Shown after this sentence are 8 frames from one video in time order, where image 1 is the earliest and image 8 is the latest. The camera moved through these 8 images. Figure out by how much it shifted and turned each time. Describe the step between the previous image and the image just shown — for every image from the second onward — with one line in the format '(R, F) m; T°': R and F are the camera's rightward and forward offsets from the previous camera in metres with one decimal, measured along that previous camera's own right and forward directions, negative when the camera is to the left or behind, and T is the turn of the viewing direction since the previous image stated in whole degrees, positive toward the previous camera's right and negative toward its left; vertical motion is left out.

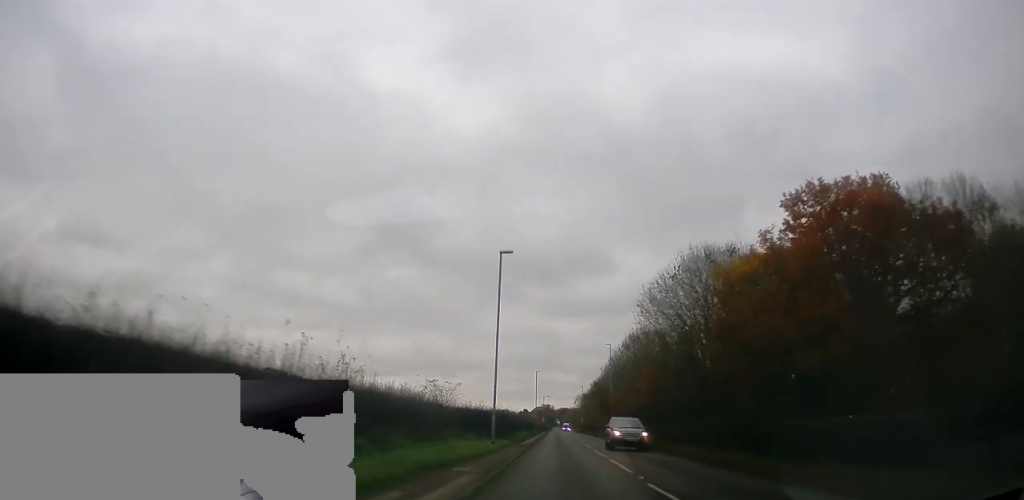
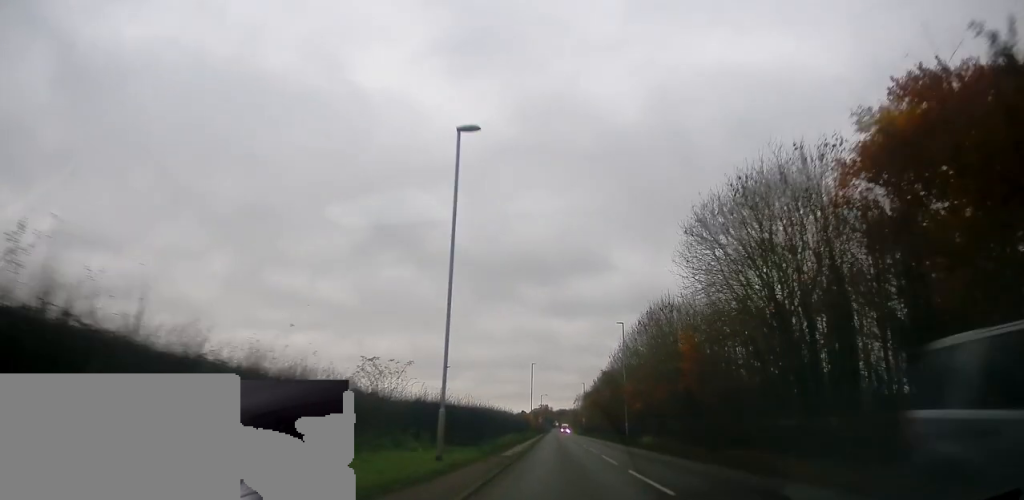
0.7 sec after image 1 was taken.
(+0.1, +14.1) m; 0°
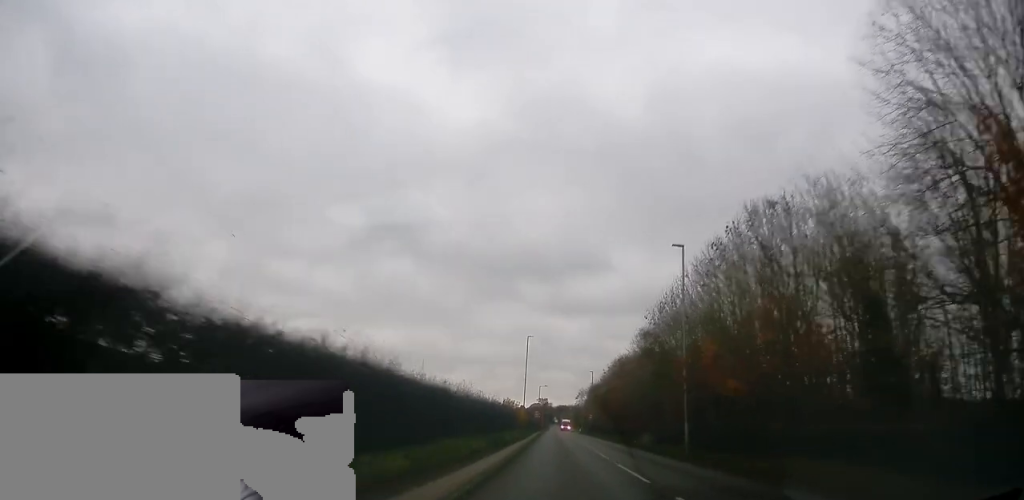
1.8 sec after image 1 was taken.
(-0.3, +23.4) m; -1°
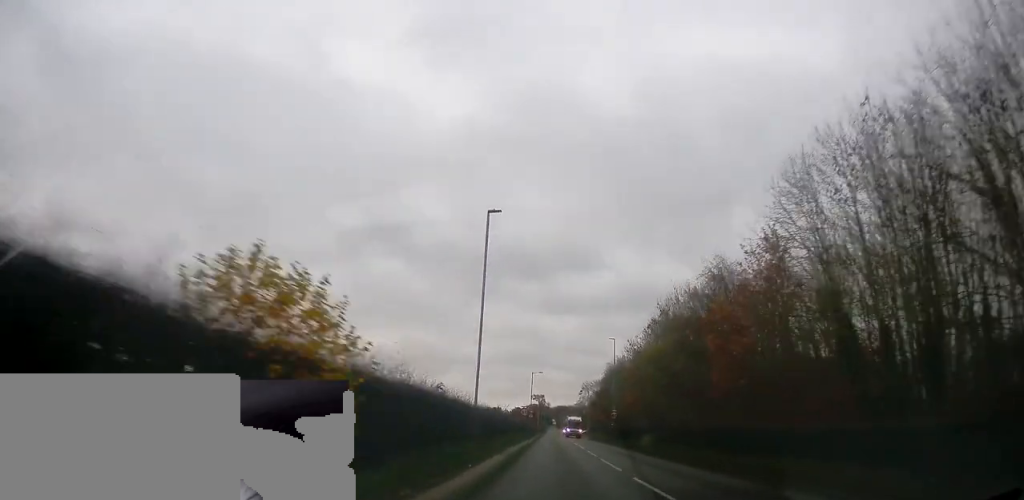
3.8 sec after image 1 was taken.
(-0.1, +39.3) m; 0°
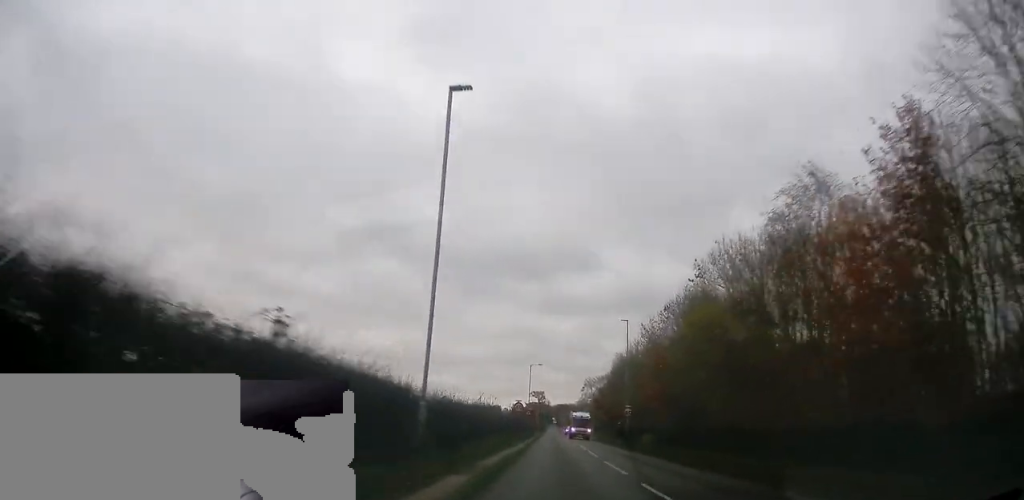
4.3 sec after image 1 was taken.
(-0.3, +10.9) m; 0°
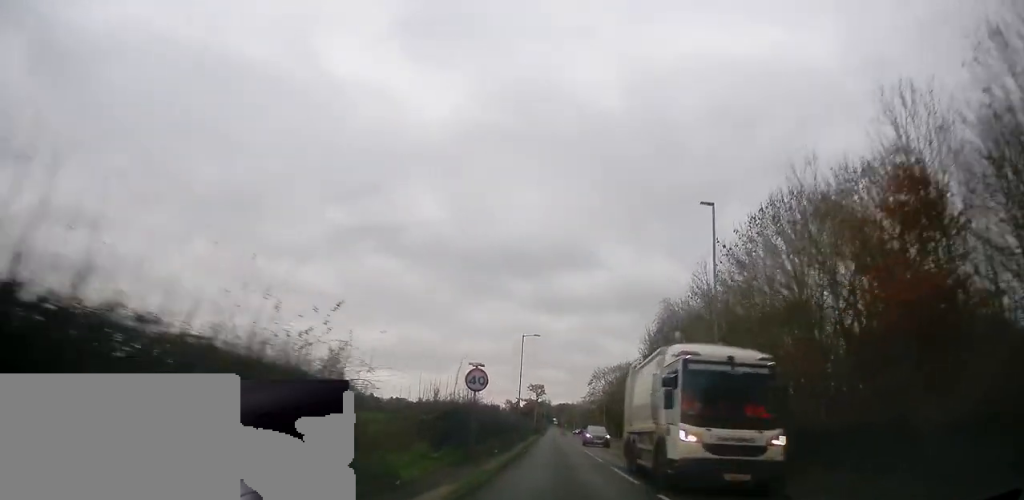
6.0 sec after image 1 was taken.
(+0.2, +28.7) m; 0°
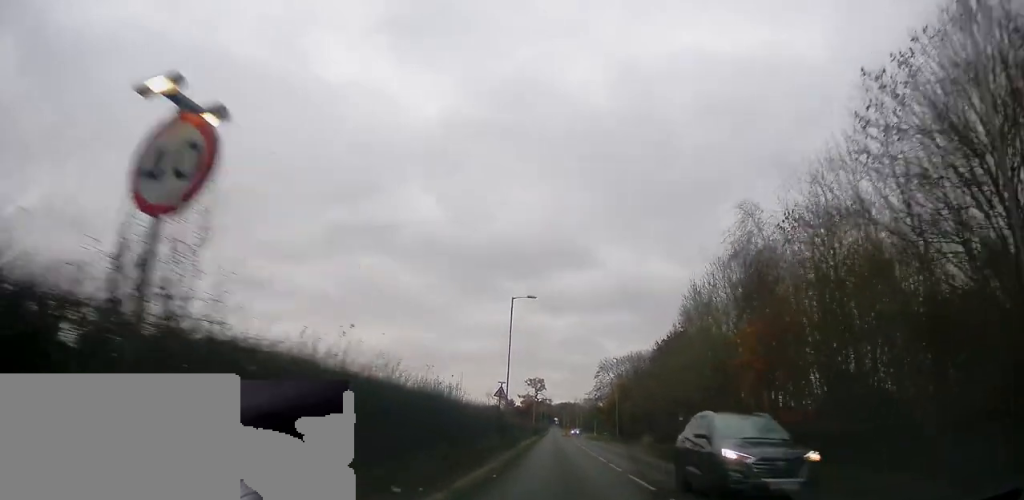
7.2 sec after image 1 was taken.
(+0.4, +16.9) m; +1°
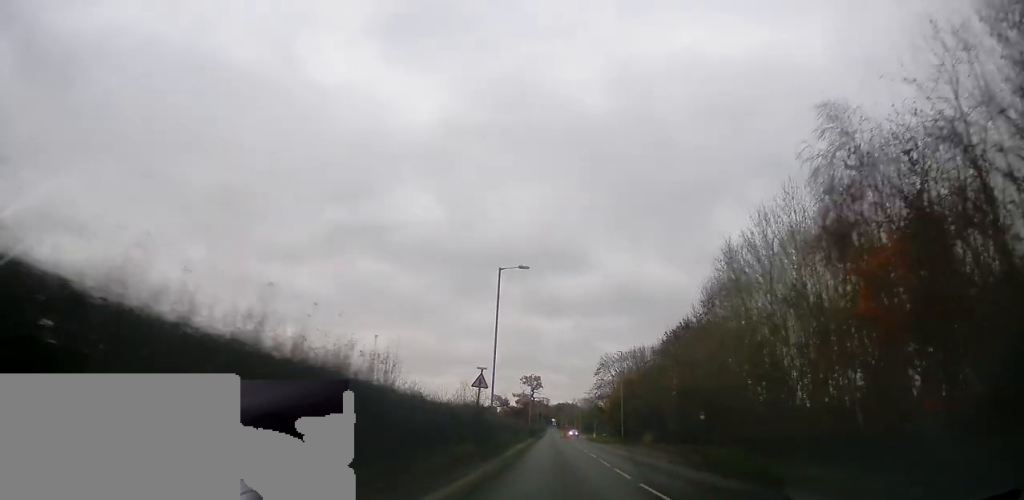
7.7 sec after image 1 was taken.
(-0.1, +8.0) m; -1°
